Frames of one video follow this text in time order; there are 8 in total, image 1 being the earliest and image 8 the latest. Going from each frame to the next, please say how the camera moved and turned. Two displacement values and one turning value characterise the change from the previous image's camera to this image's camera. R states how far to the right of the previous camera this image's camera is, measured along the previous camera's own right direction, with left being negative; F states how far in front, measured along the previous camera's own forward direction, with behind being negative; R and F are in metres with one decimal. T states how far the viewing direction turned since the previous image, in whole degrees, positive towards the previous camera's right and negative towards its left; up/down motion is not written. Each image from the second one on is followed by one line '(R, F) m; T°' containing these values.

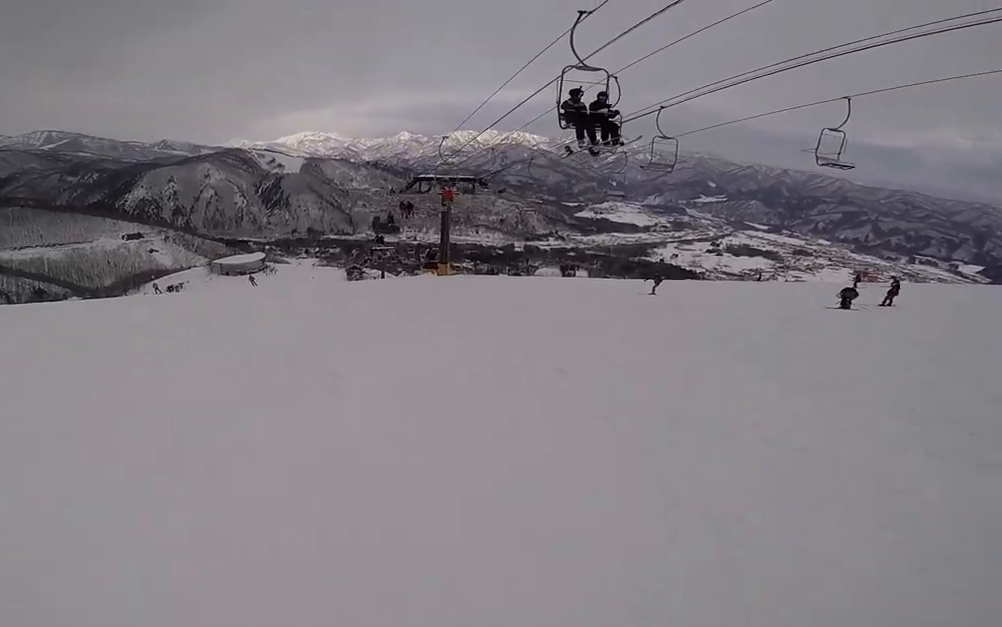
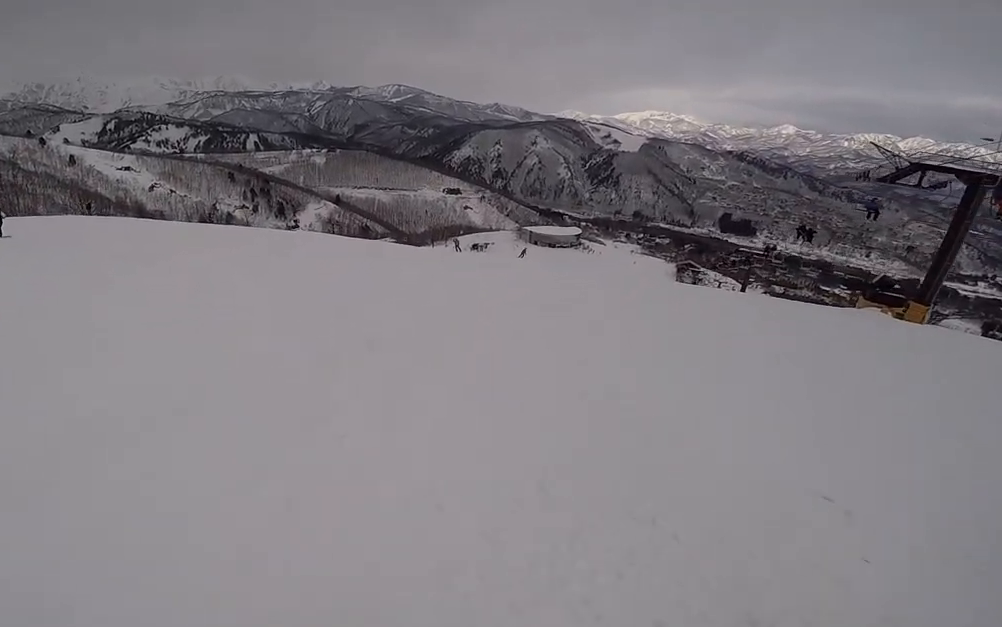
(-4.6, +9.1) m; -48°
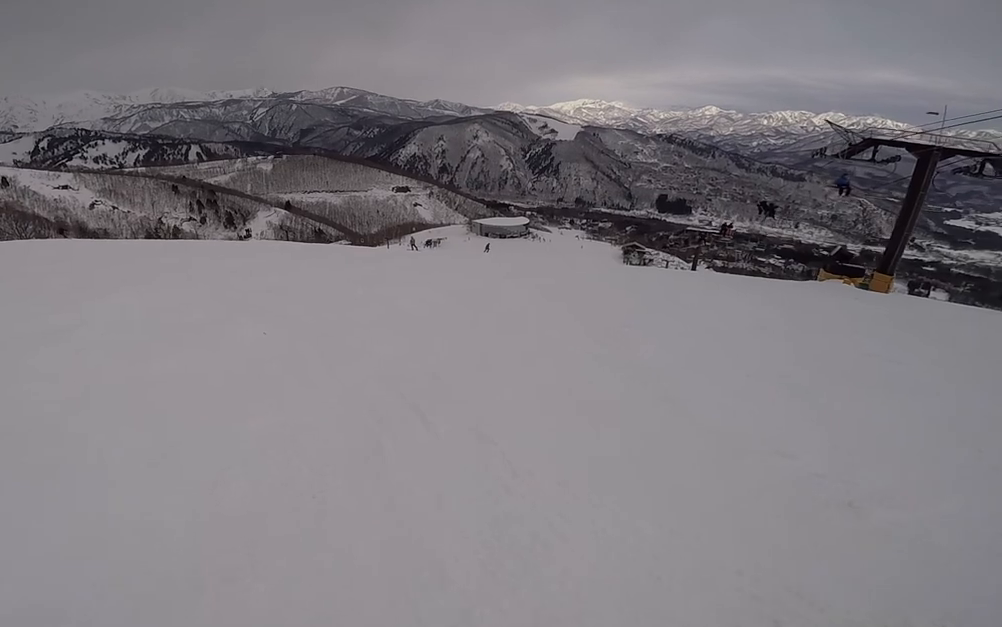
(0.0, +2.0) m; +1°
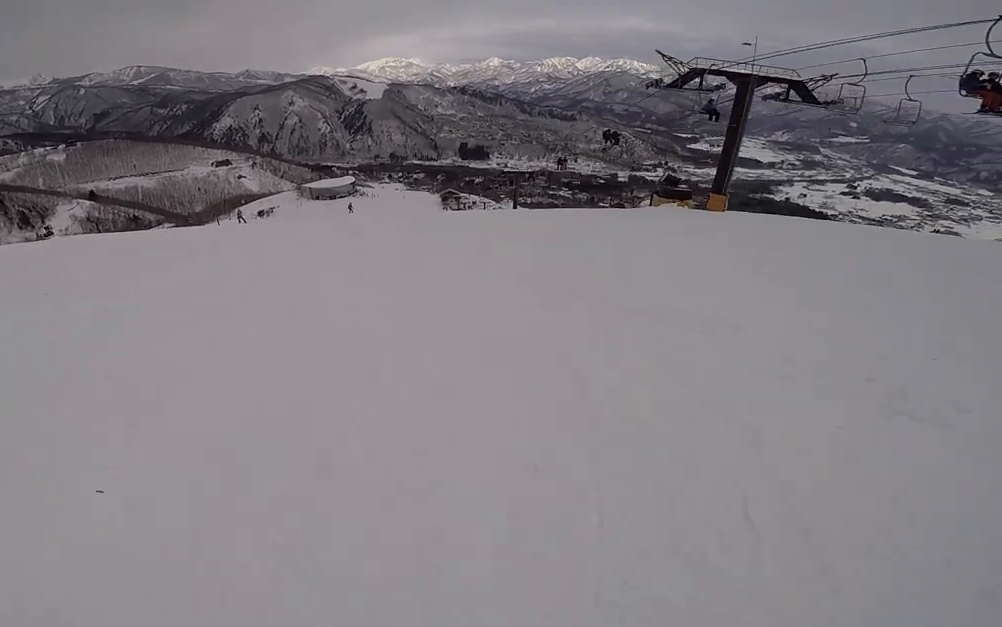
(+0.1, +4.0) m; +17°
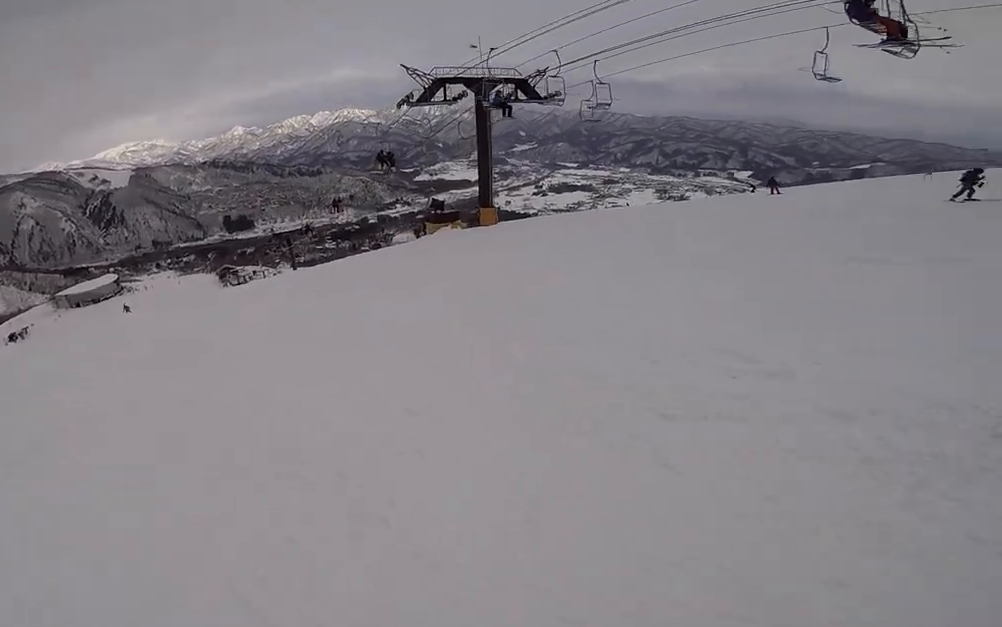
(+1.3, +4.0) m; +36°
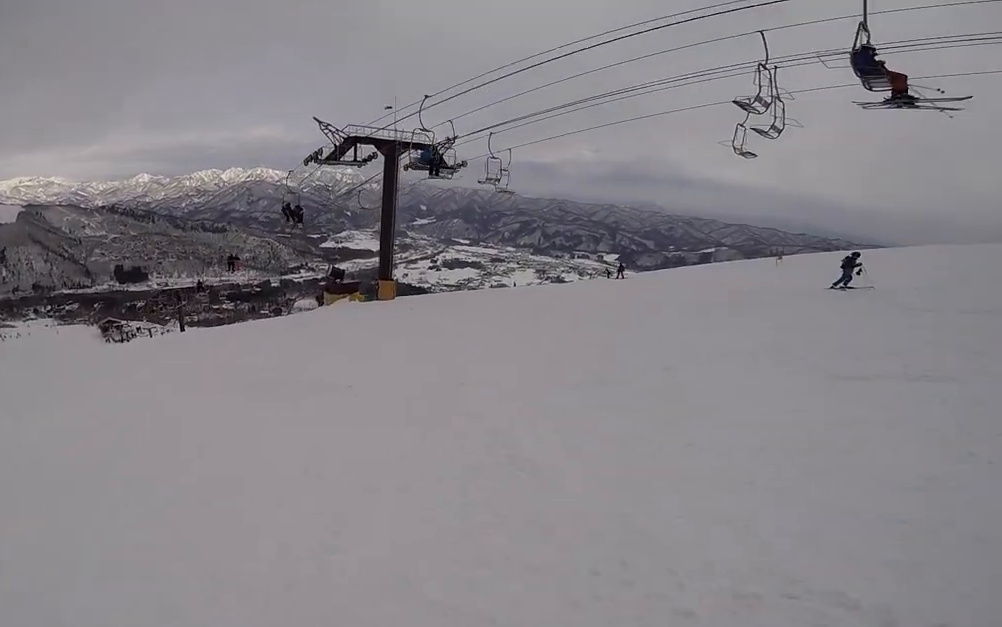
(+0.4, +2.4) m; +17°
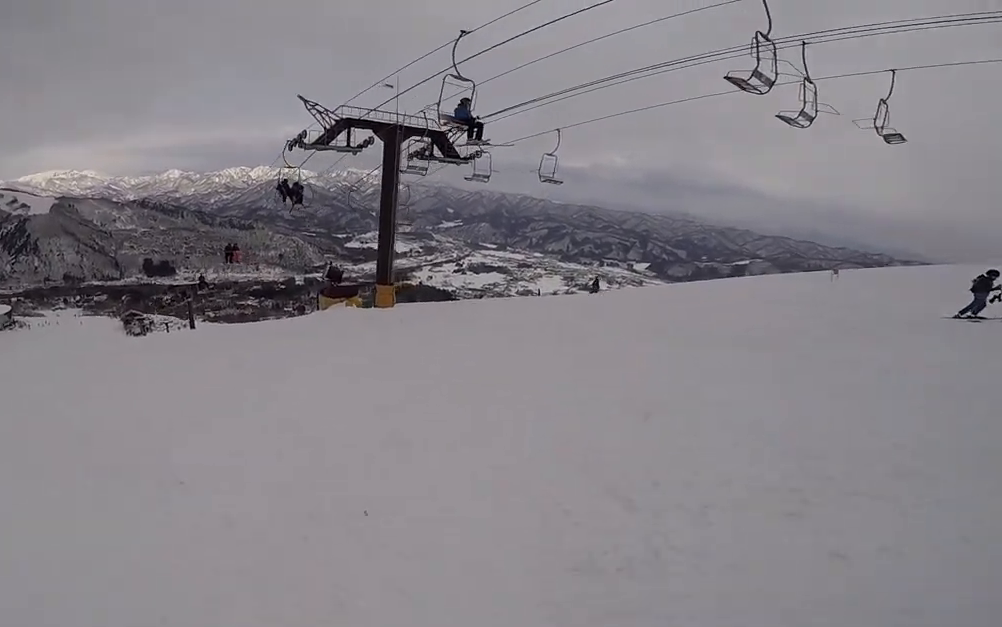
(+0.8, +4.0) m; +9°
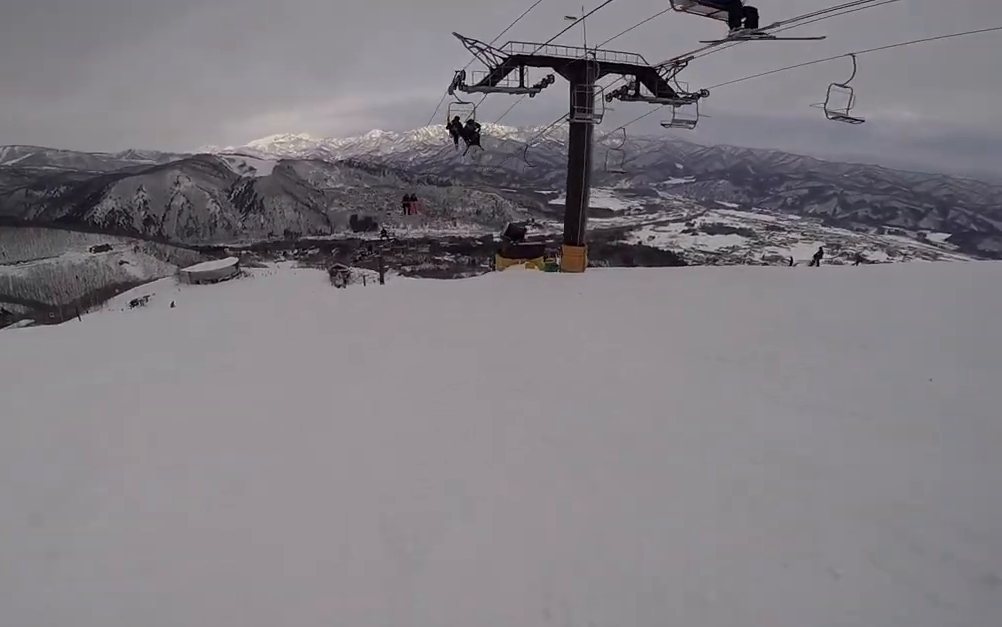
(+0.3, +2.7) m; -15°
